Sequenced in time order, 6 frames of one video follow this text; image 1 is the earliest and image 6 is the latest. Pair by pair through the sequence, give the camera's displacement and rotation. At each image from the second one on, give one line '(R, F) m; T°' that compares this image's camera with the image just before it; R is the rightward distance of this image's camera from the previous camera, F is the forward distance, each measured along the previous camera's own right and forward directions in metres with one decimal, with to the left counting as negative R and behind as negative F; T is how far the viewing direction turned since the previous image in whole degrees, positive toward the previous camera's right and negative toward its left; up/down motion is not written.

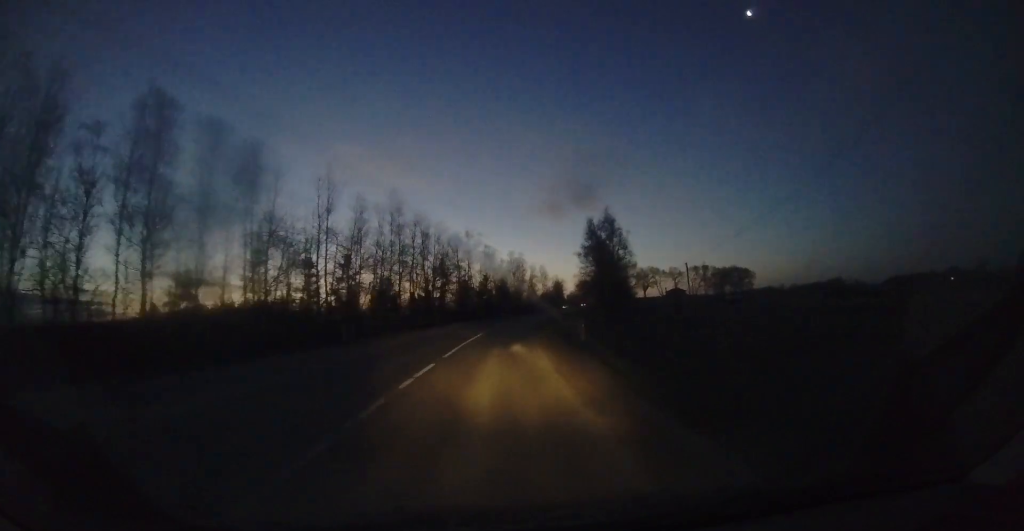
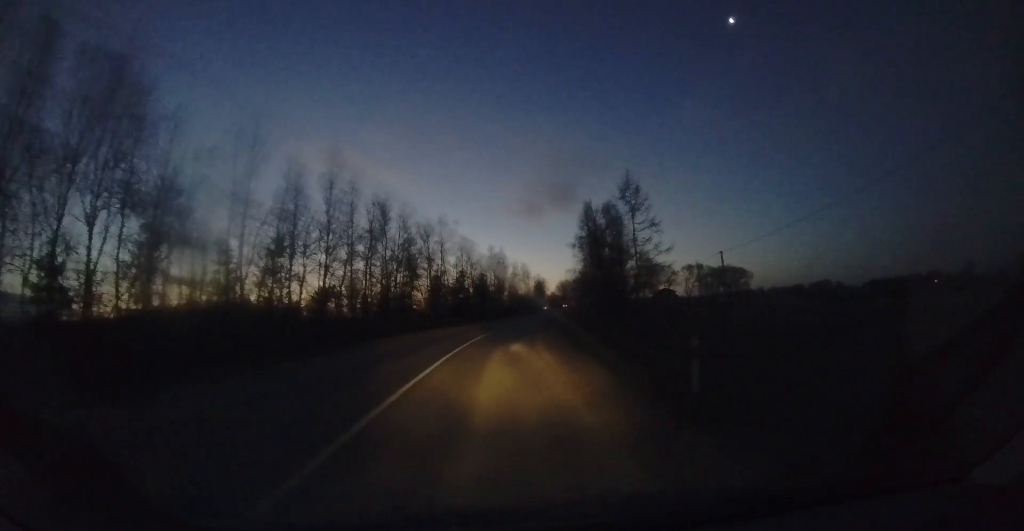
(-0.4, +11.1) m; +3°
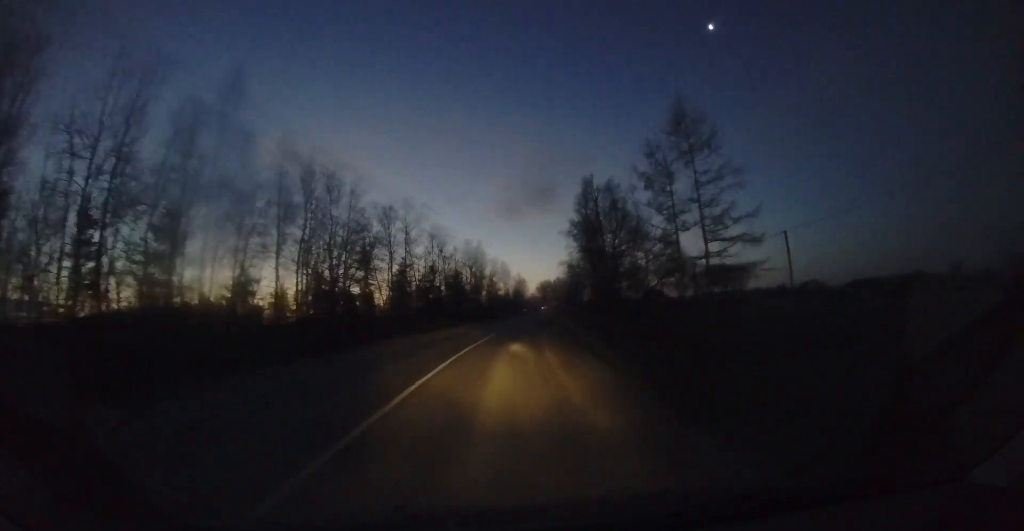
(+1.0, +10.9) m; +6°
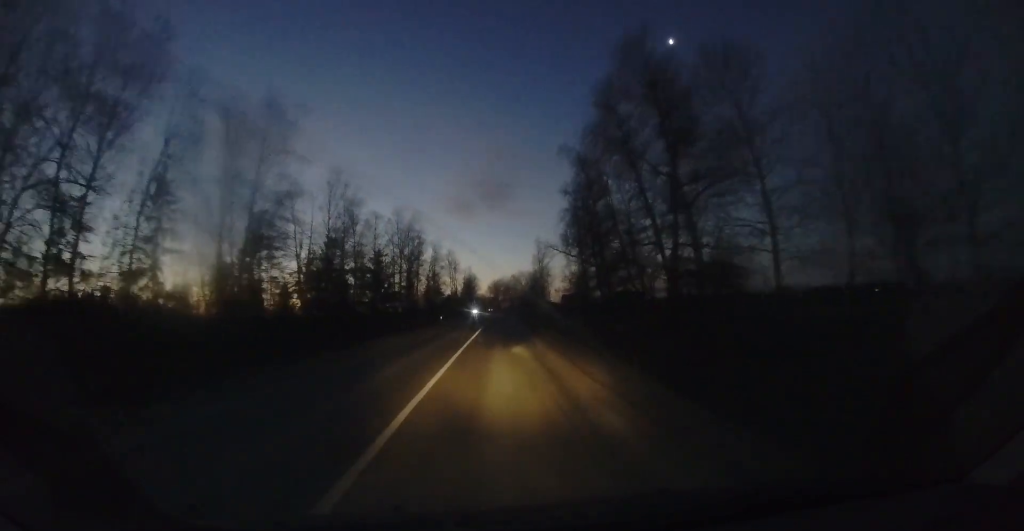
(+2.9, +24.3) m; +11°
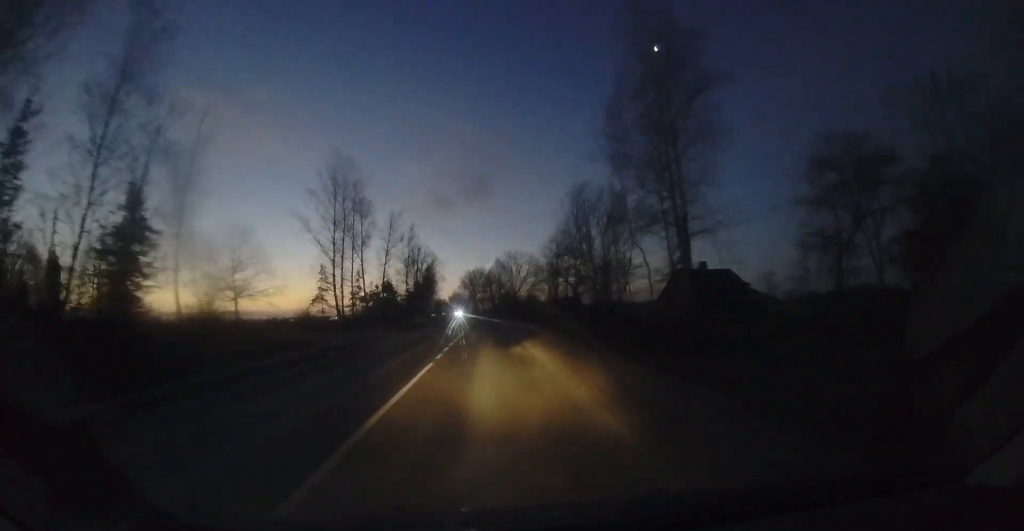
(+2.9, +68.0) m; +3°
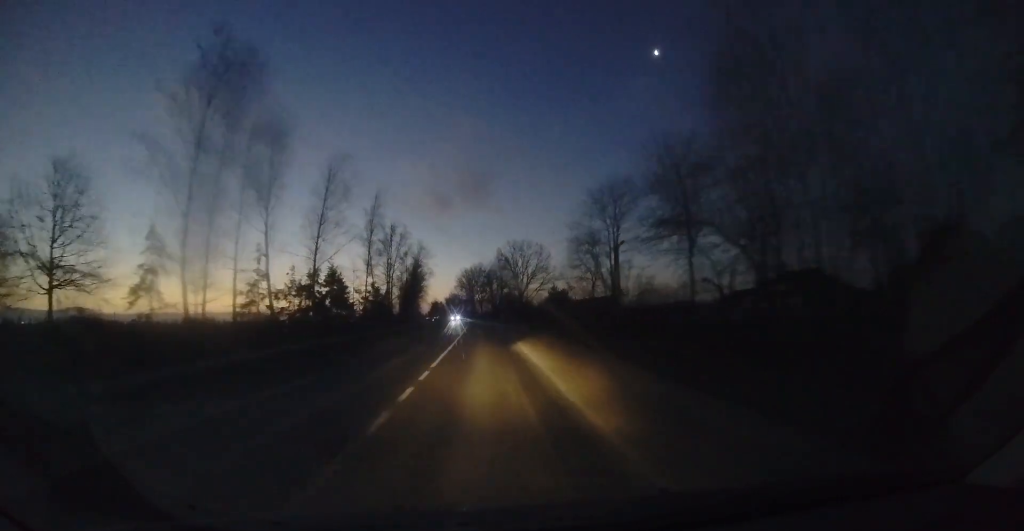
(+0.7, +21.5) m; -1°
